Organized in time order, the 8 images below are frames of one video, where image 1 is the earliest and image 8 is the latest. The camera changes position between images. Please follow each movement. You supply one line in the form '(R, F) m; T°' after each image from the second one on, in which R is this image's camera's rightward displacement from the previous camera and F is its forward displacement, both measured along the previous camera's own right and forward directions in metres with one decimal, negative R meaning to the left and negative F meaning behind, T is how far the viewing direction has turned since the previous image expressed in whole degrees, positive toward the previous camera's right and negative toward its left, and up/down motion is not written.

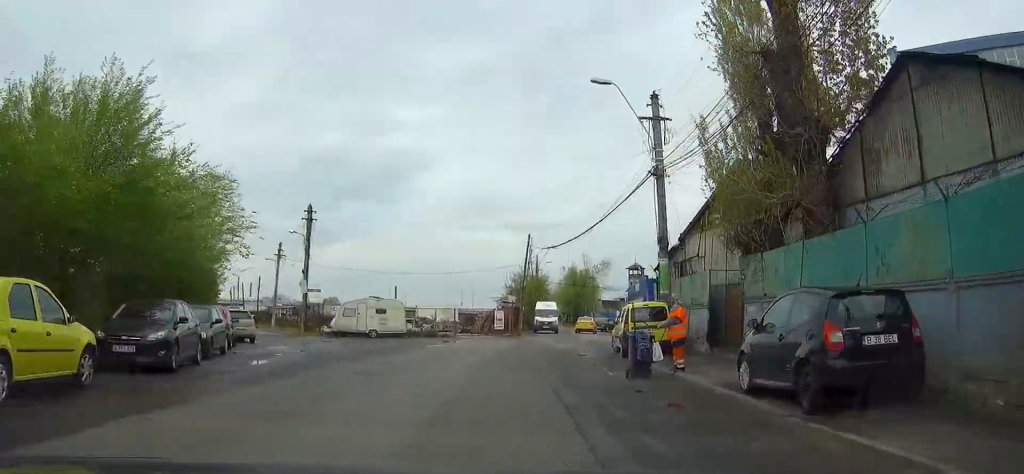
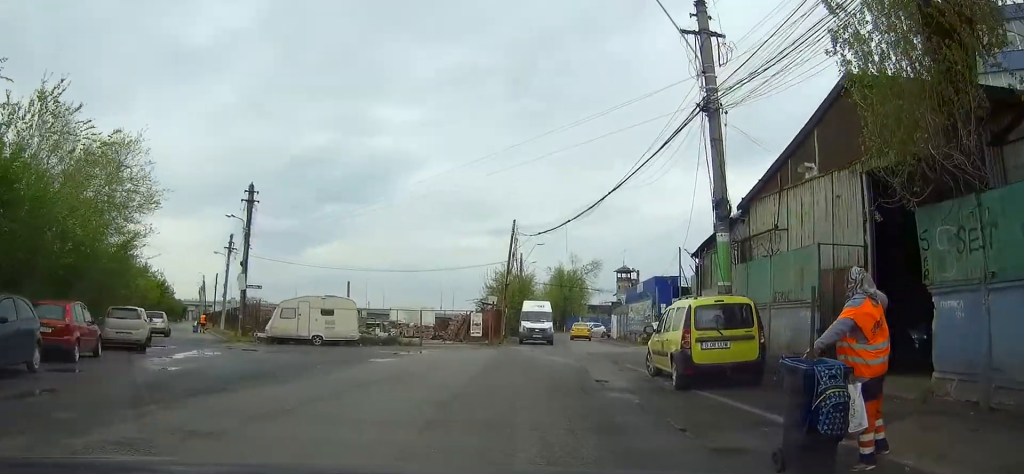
(+0.2, +9.2) m; +2°
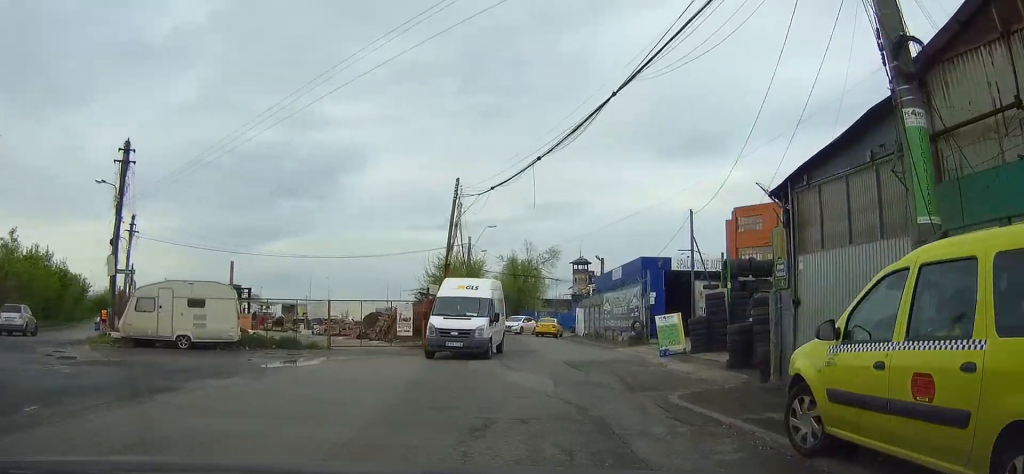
(+0.2, +11.1) m; +3°
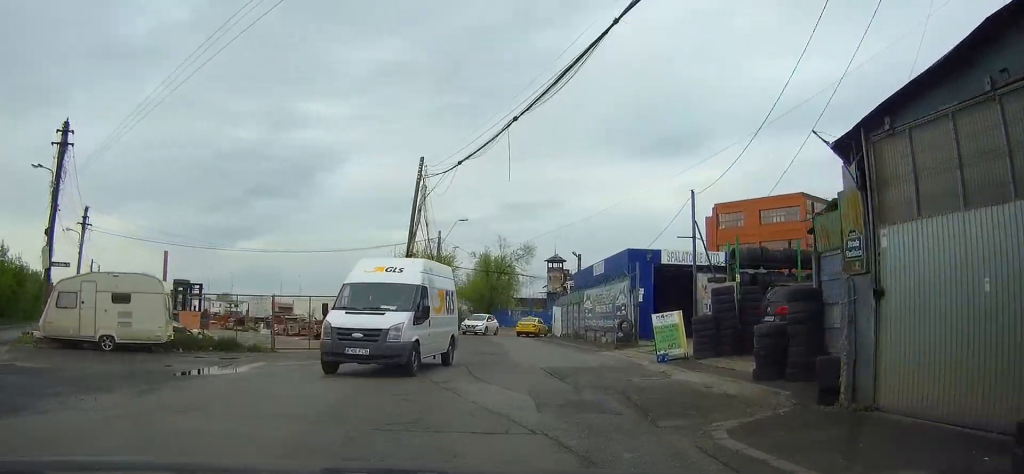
(0.0, +4.2) m; +1°
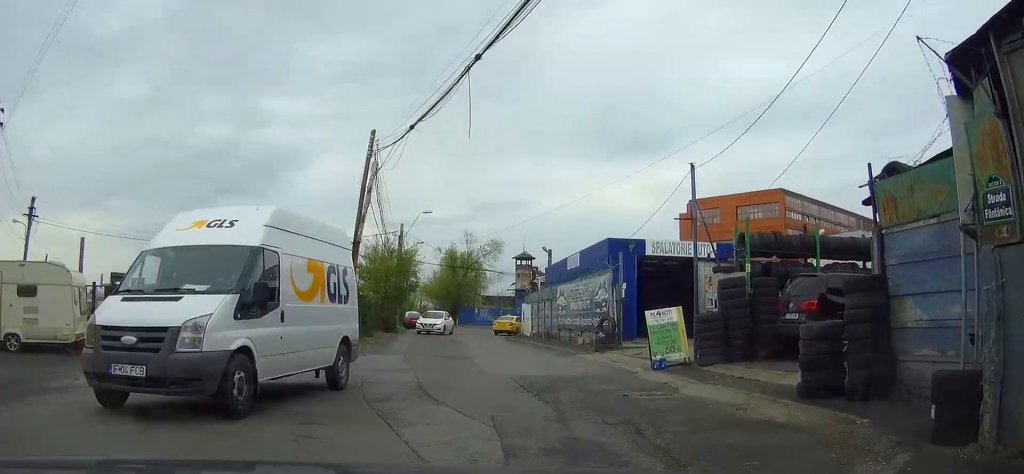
(+0.1, +3.8) m; +2°
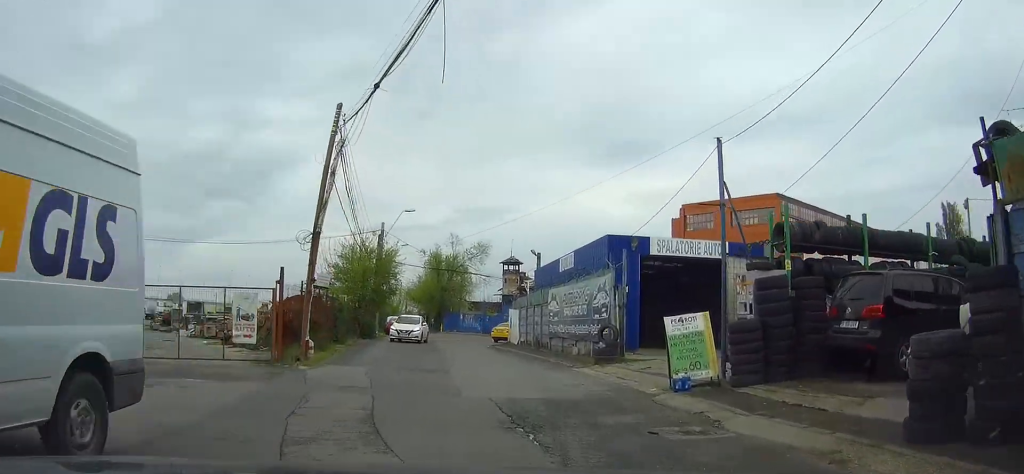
(0.0, +3.6) m; +2°
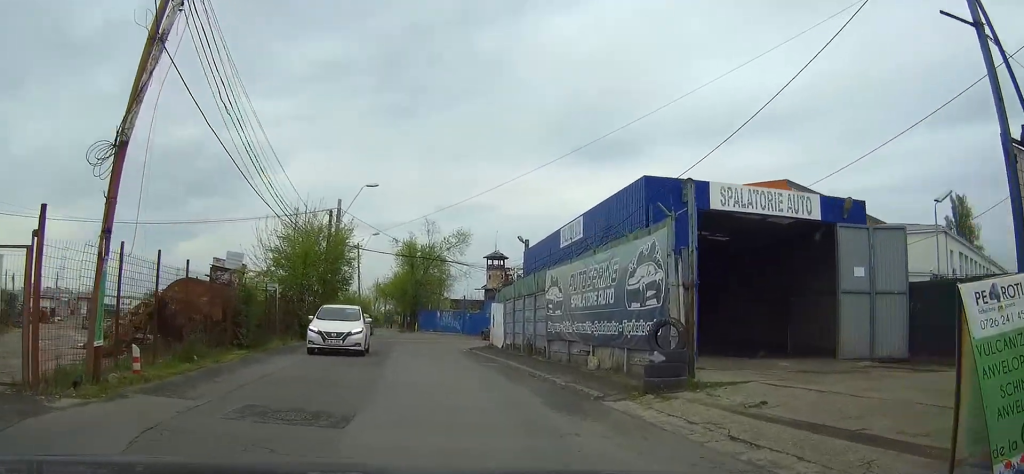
(+0.5, +9.8) m; +3°
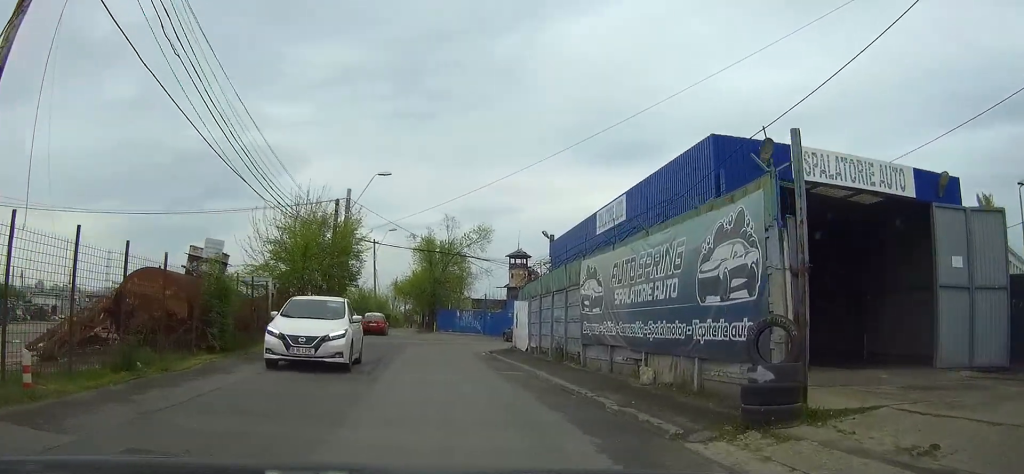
(0.0, +3.5) m; -1°
